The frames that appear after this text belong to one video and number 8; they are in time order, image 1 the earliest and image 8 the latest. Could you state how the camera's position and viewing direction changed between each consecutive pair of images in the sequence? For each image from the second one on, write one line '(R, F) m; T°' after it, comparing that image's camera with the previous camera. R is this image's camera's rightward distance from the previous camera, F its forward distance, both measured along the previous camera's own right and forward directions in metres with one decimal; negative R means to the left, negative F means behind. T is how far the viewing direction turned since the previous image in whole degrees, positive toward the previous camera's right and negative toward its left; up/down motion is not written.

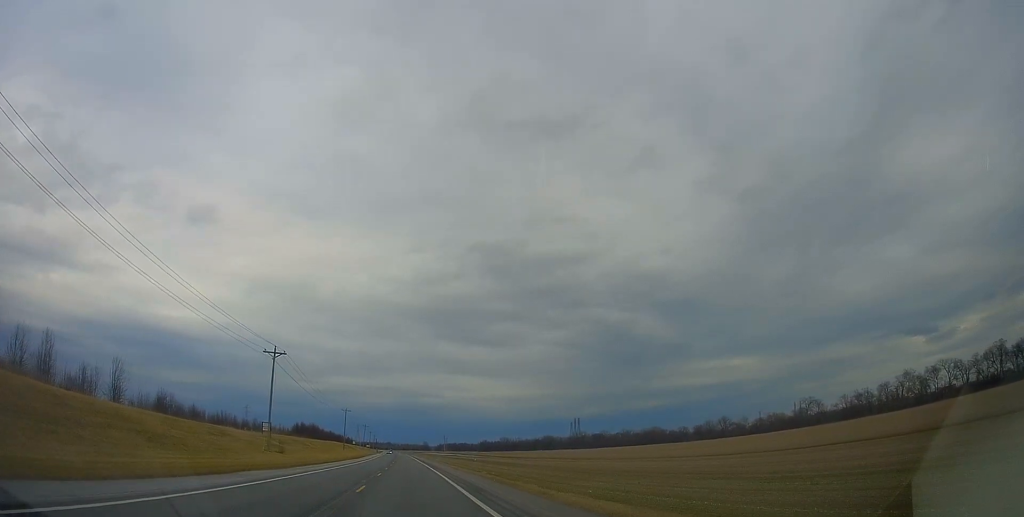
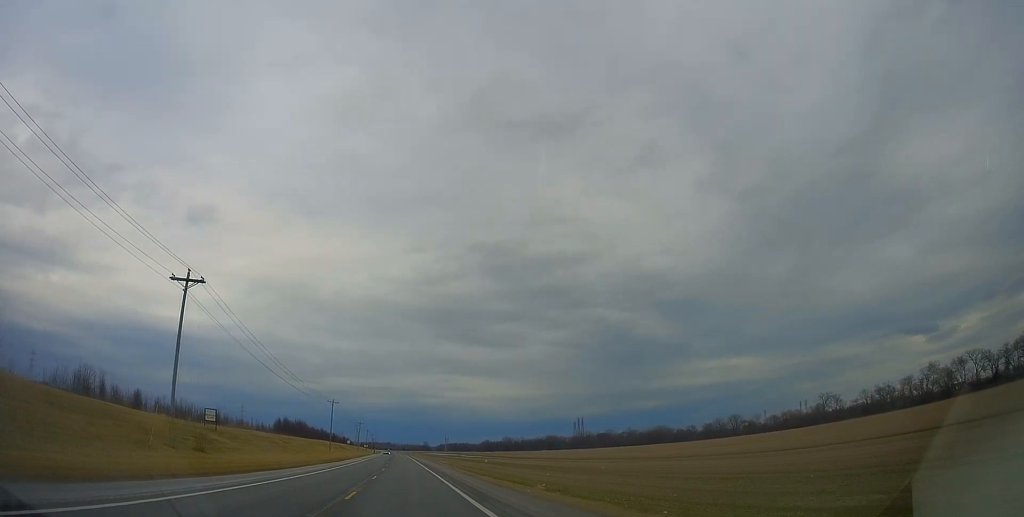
(-0.2, +25.0) m; 0°
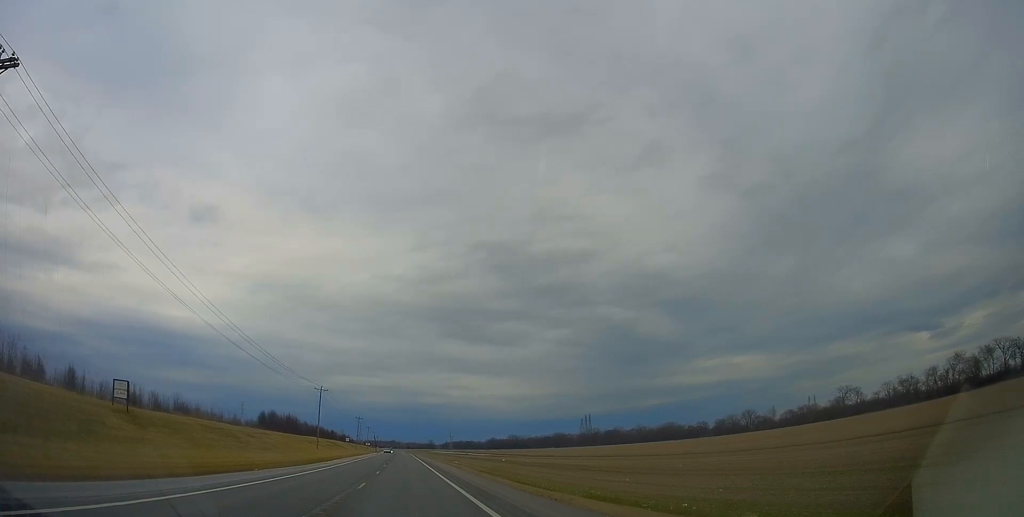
(0.0, +21.5) m; +1°
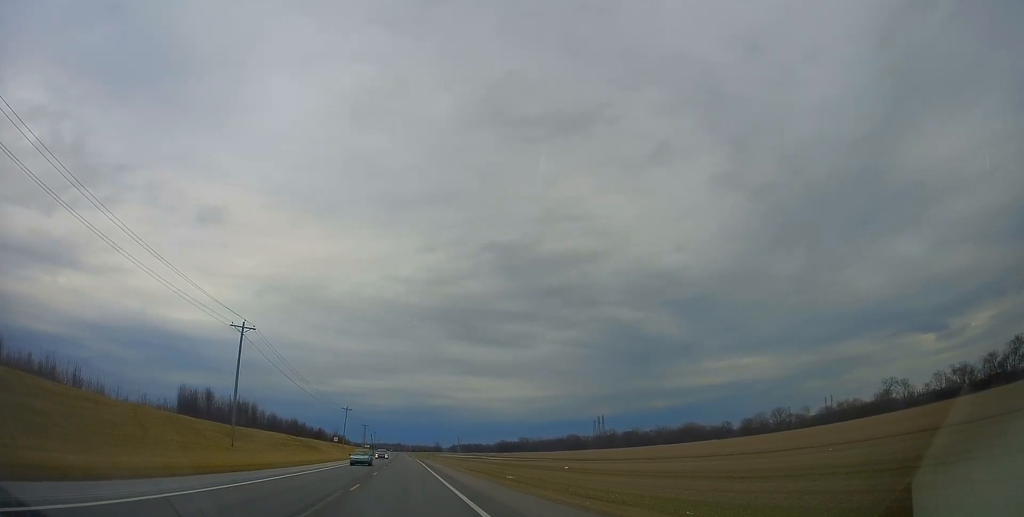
(-0.1, +49.8) m; -2°
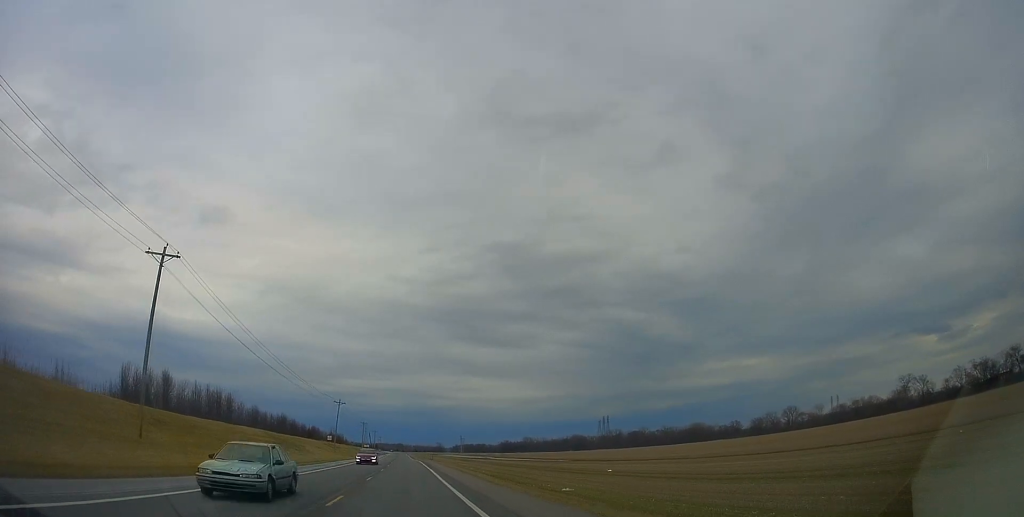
(0.0, +18.0) m; +1°
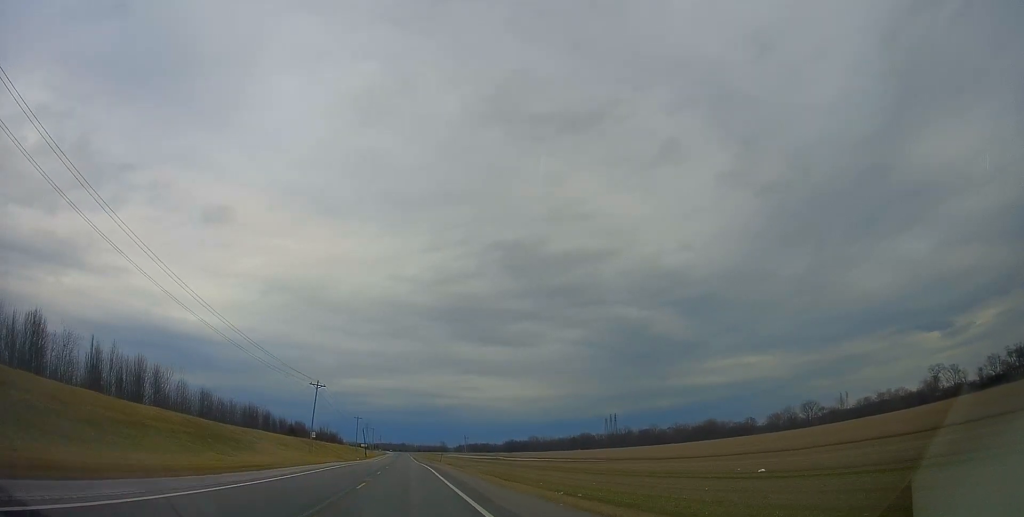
(+0.5, +30.4) m; +1°
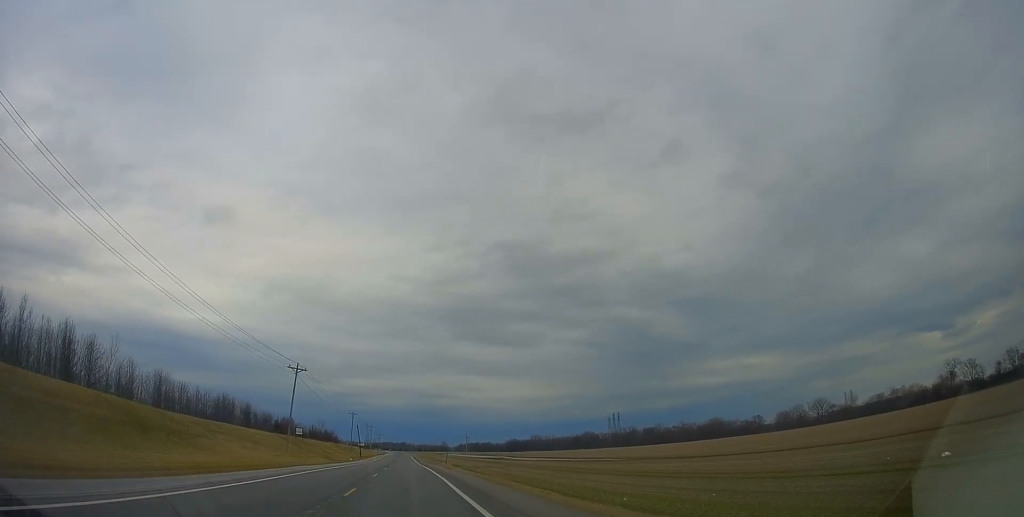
(+0.1, +16.1) m; 0°
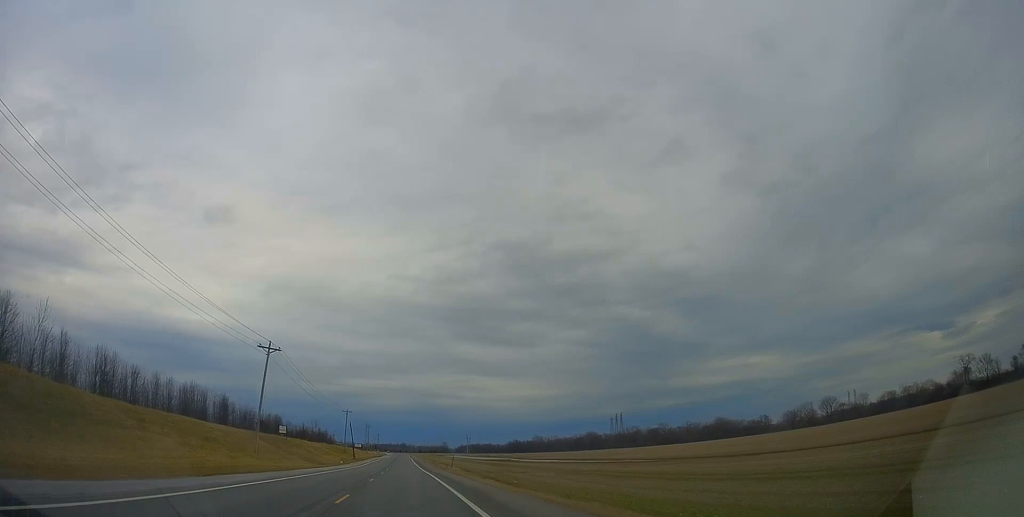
(-0.2, +14.2) m; -1°
